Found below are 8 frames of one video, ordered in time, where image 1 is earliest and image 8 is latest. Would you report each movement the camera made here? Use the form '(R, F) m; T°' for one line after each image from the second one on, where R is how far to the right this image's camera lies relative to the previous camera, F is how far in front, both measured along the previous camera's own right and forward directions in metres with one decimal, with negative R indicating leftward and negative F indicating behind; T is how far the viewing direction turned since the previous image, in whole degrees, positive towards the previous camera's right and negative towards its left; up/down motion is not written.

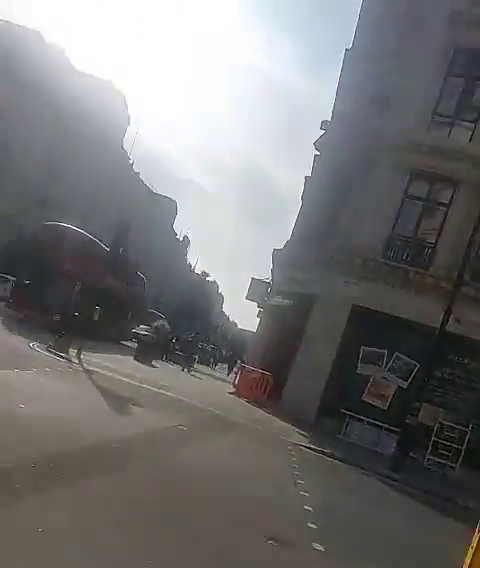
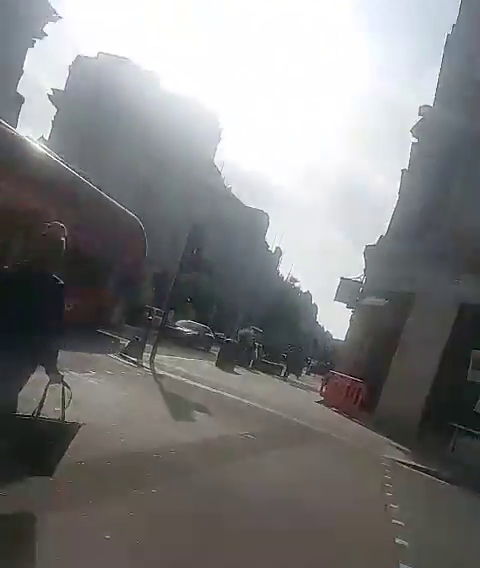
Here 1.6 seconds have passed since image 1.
(0.0, +2.9) m; -5°
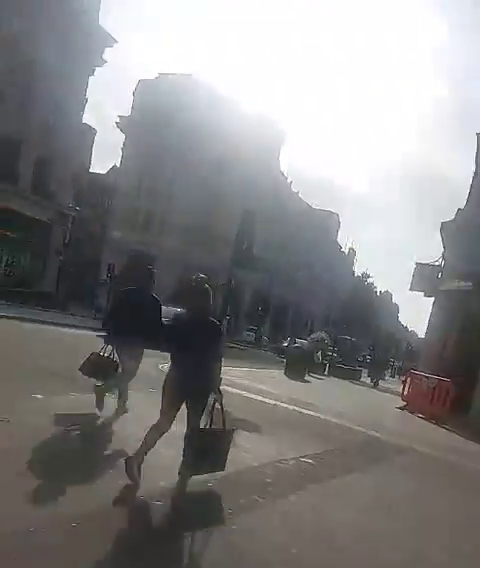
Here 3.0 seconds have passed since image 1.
(-0.3, +2.2) m; -5°
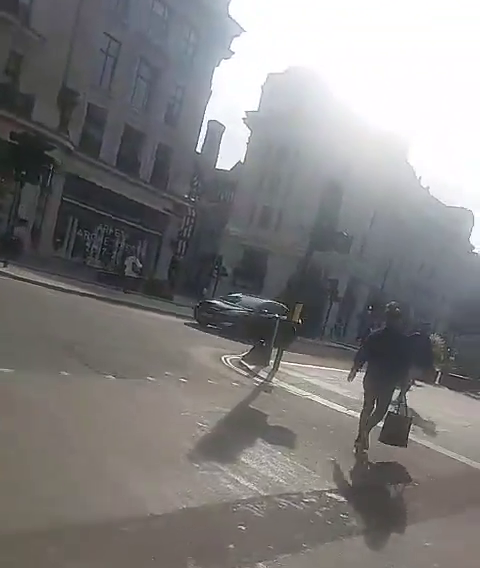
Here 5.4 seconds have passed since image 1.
(-0.1, +2.9) m; -9°
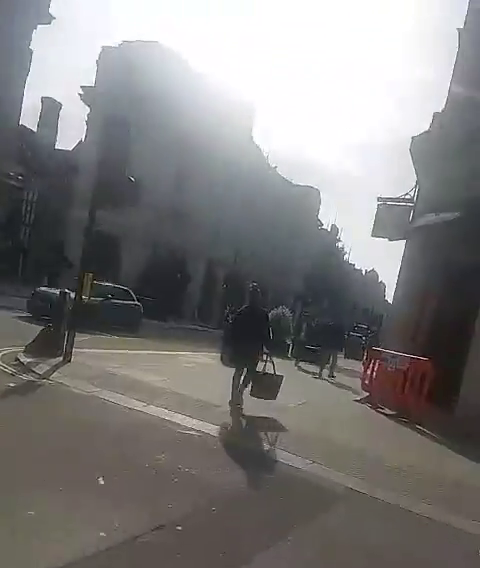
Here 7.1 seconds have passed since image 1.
(-0.2, +2.0) m; -5°
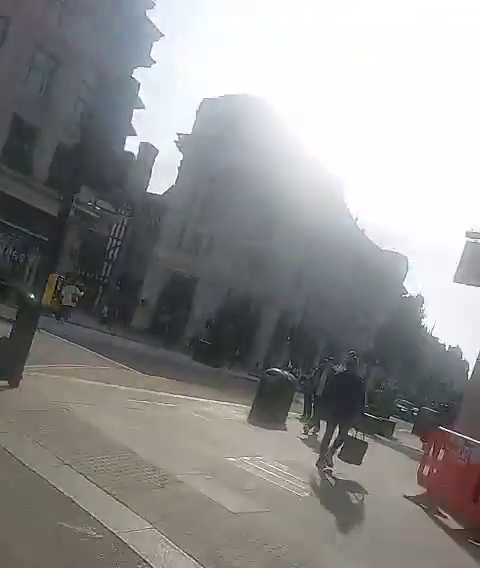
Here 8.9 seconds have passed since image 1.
(+0.1, +2.1) m; -2°
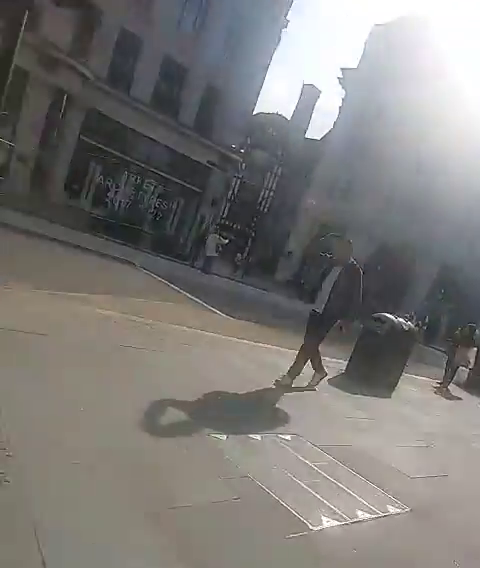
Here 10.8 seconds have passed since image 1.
(-0.2, +2.2) m; -12°
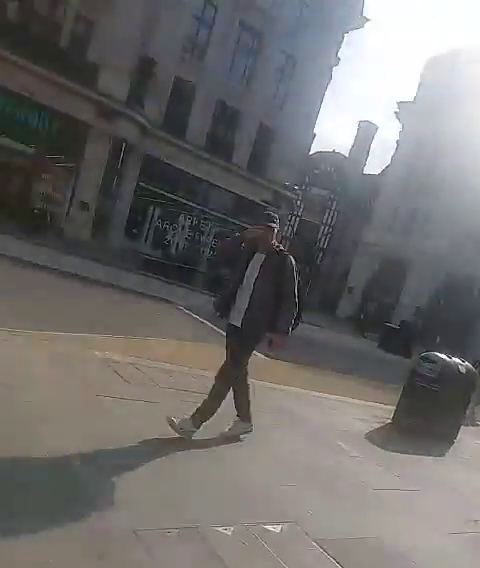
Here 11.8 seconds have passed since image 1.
(-0.2, +1.0) m; -5°
